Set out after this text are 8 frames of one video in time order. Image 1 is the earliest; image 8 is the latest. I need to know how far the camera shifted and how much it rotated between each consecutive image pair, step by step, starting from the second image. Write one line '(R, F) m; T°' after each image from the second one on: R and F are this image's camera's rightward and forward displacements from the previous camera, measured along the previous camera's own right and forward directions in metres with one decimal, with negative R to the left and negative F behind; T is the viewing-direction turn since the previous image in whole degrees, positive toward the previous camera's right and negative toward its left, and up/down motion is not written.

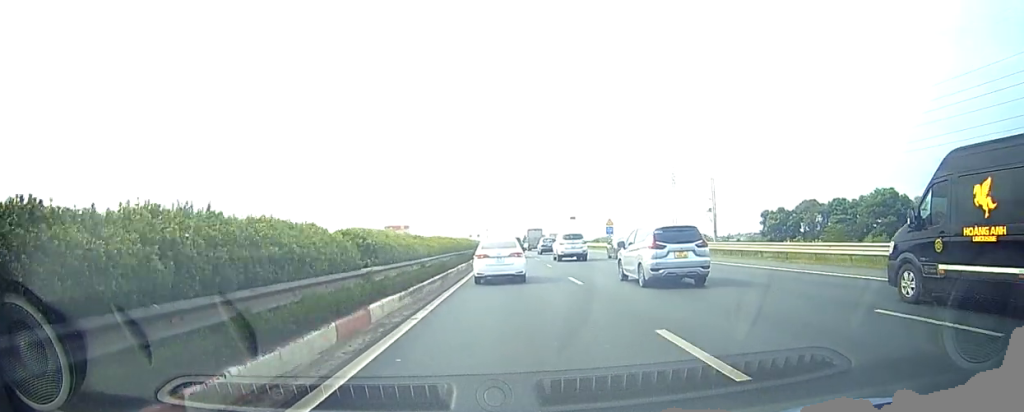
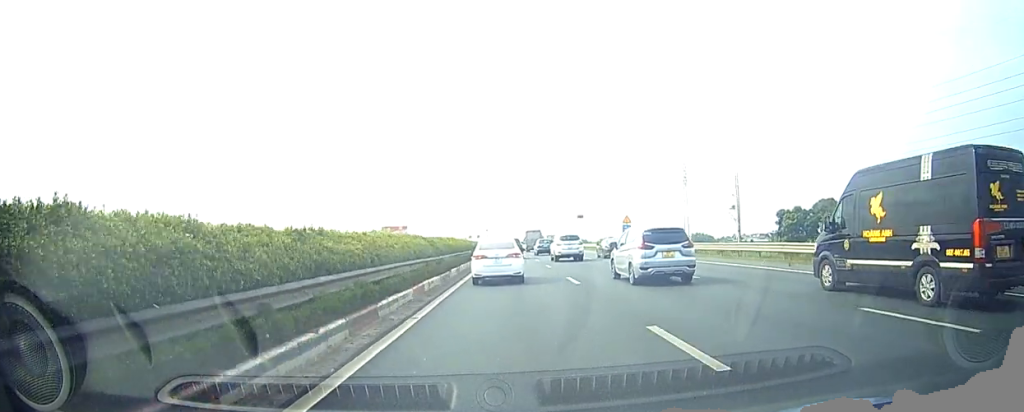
(0.0, +10.6) m; 0°
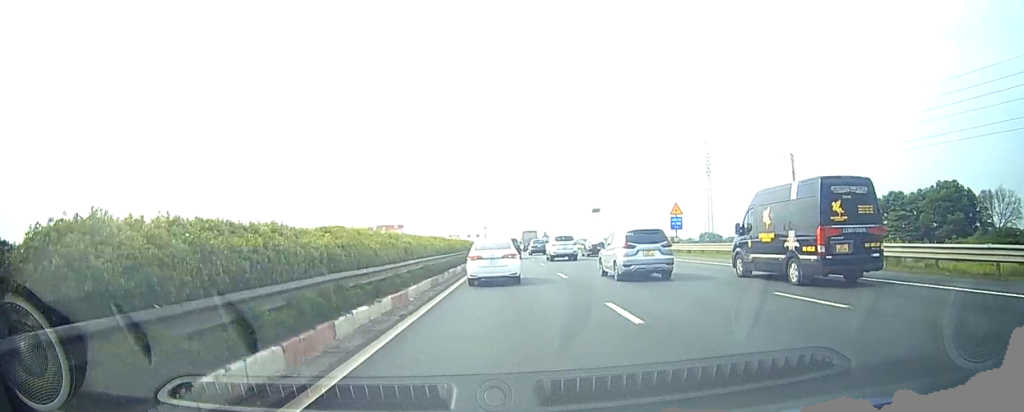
(0.0, +18.7) m; 0°
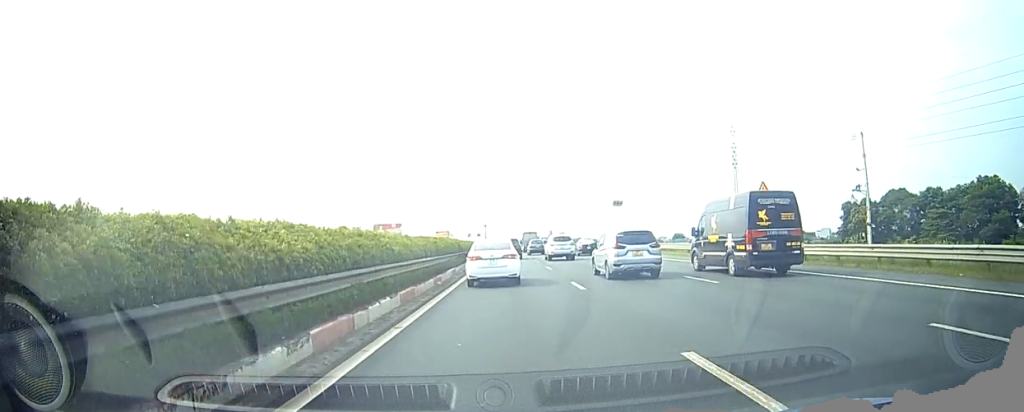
(0.0, +16.2) m; 0°
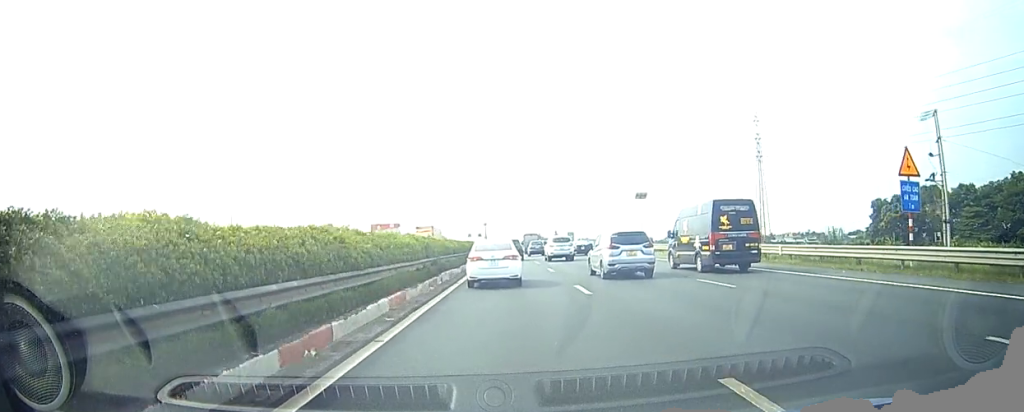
(0.0, +11.8) m; 0°
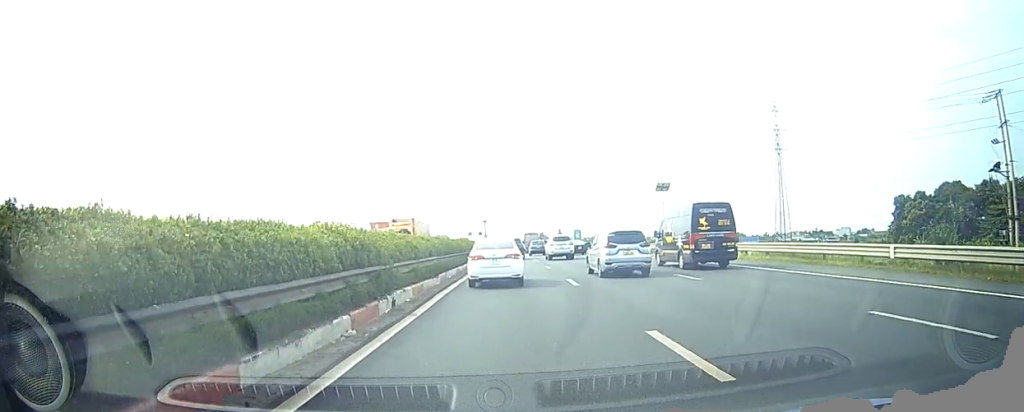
(0.0, +8.4) m; 0°
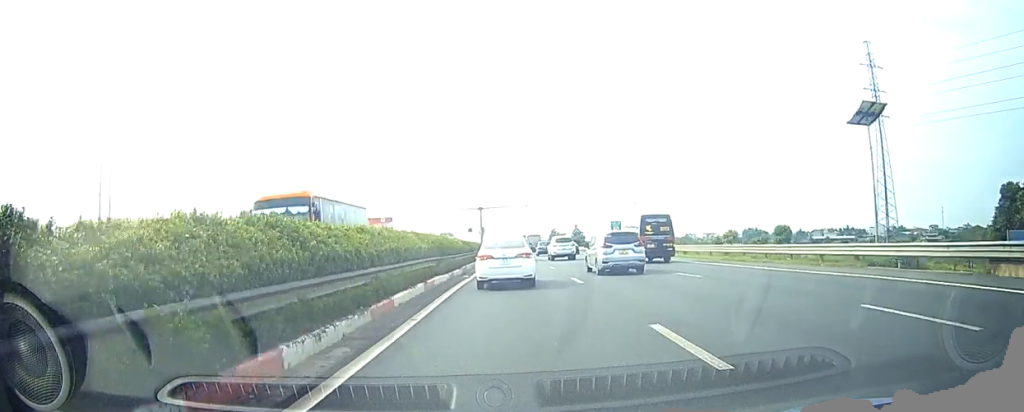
(+0.1, +34.2) m; 0°
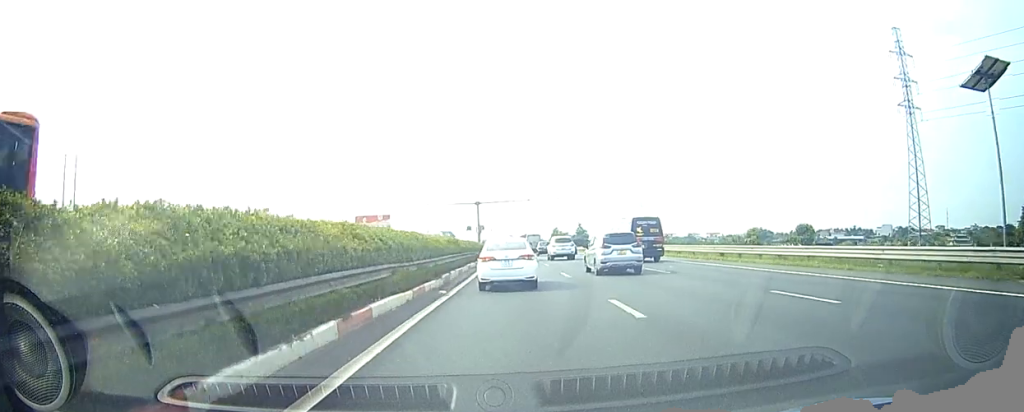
(0.0, +8.8) m; -1°
